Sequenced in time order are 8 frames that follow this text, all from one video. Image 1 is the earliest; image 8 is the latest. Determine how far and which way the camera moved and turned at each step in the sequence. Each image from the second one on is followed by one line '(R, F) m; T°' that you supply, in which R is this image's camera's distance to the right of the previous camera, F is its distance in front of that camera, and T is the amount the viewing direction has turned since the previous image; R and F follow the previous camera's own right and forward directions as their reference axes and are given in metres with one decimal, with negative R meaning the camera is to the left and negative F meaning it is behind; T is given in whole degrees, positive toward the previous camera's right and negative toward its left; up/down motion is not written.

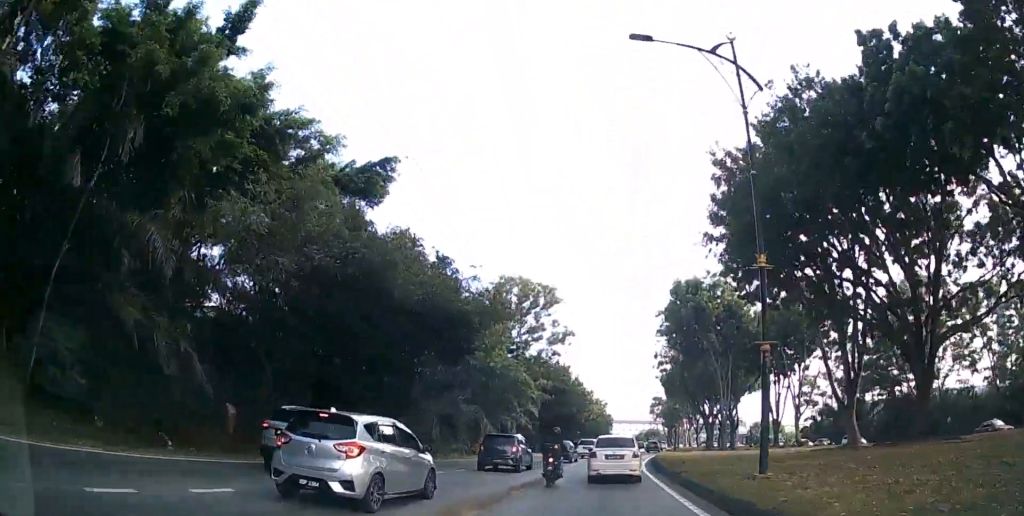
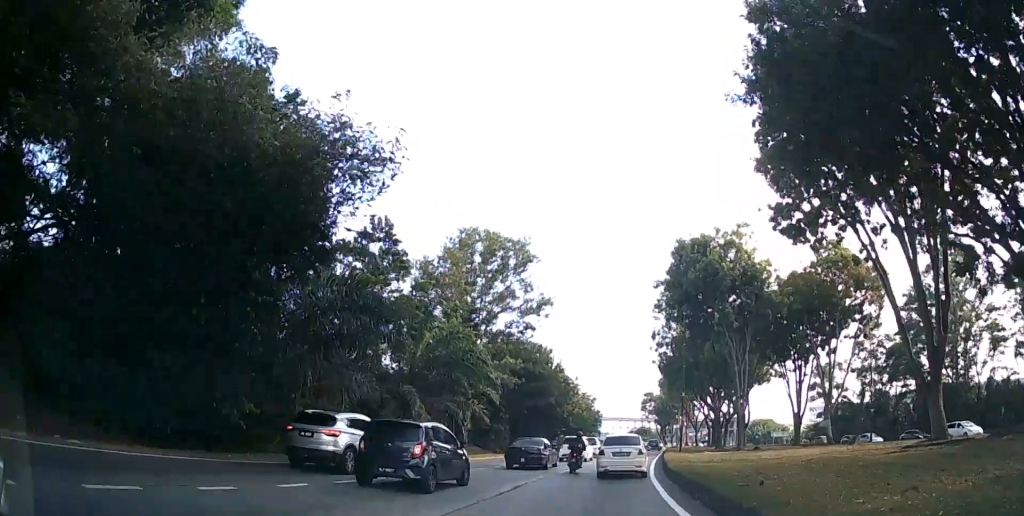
(+0.2, +13.2) m; +2°
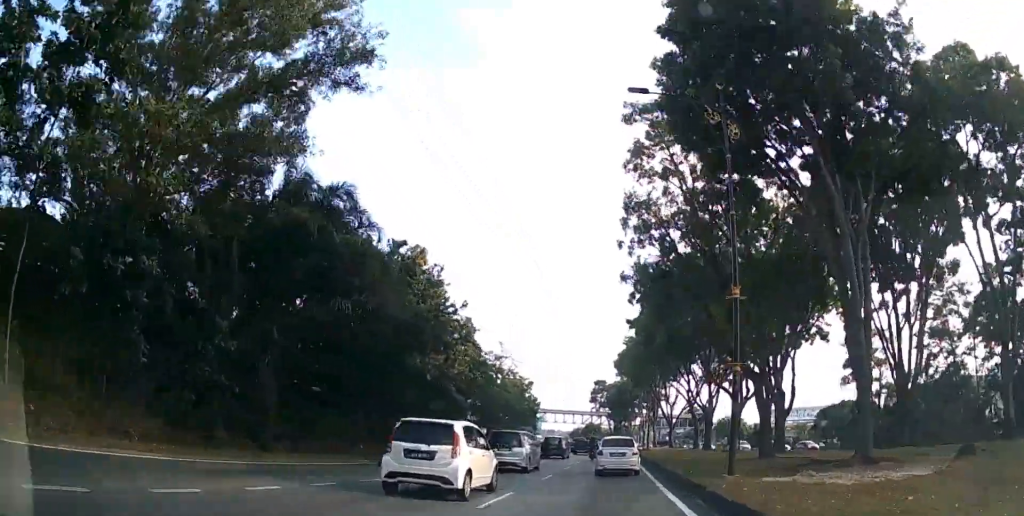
(+0.8, +34.5) m; +3°
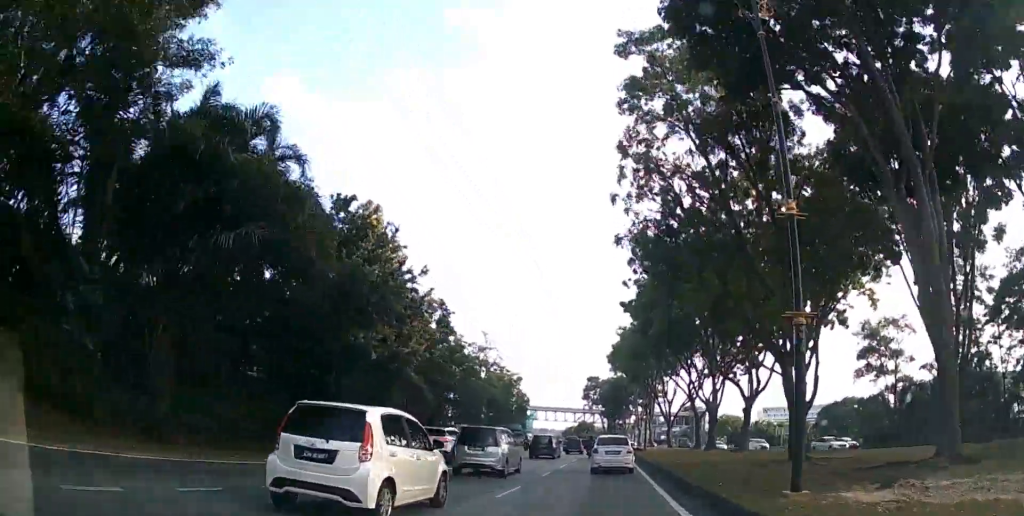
(0.0, +5.8) m; +1°
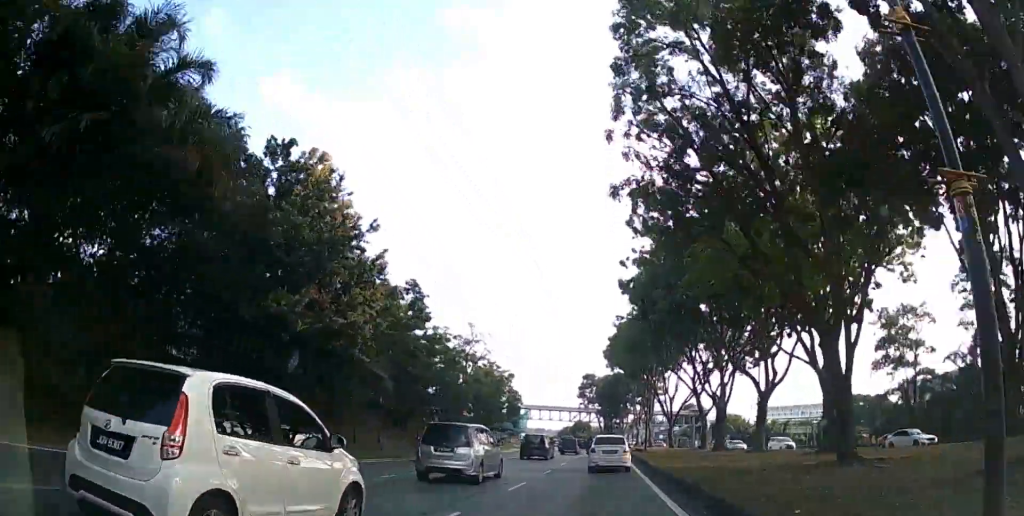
(0.0, +6.1) m; +1°
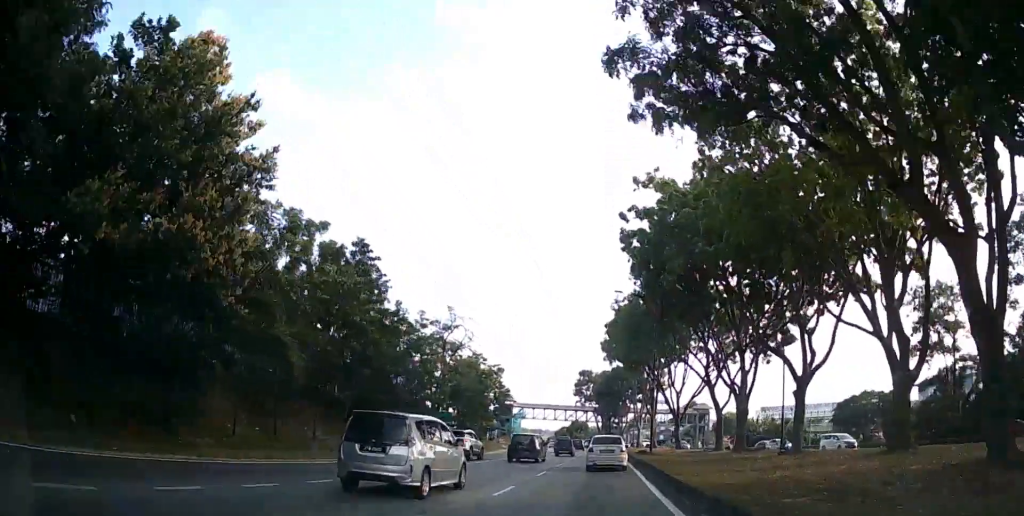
(+0.1, +8.2) m; +1°
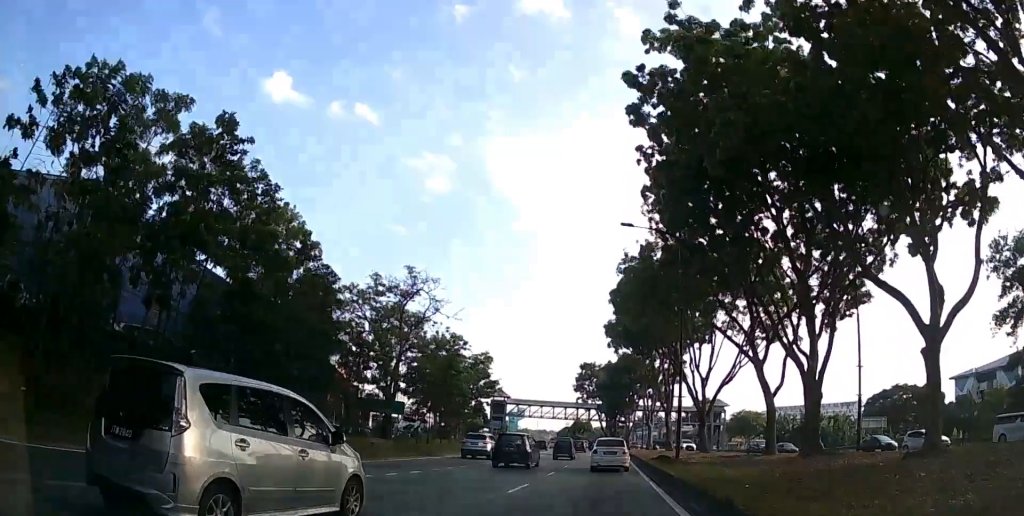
(+0.2, +13.9) m; +1°
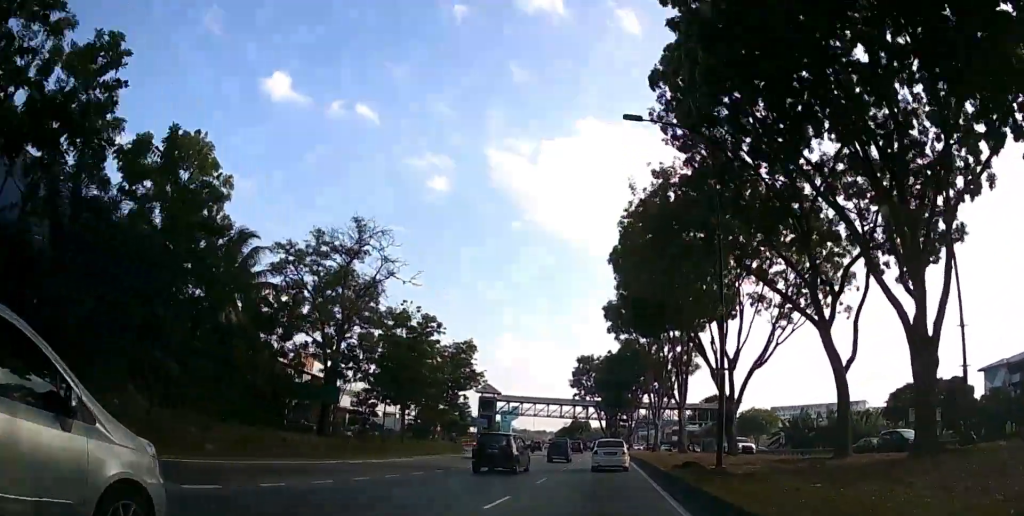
(+0.1, +10.4) m; 0°
